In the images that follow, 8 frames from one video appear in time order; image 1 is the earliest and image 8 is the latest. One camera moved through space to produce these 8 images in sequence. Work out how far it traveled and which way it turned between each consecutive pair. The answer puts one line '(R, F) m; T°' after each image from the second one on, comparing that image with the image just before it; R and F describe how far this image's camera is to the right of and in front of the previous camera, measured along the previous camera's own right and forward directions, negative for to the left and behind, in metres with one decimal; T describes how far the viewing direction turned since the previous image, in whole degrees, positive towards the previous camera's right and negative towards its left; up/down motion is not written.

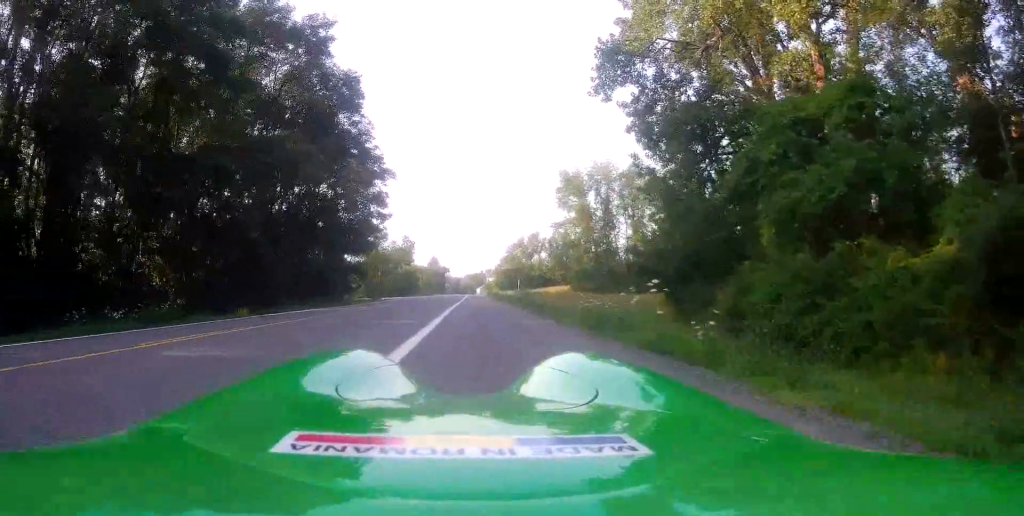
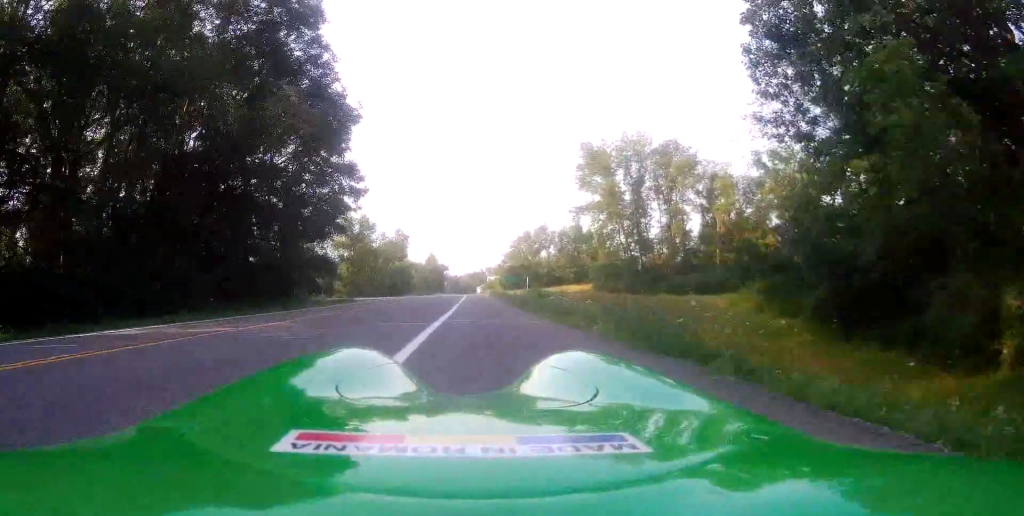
(+0.1, +15.0) m; +3°
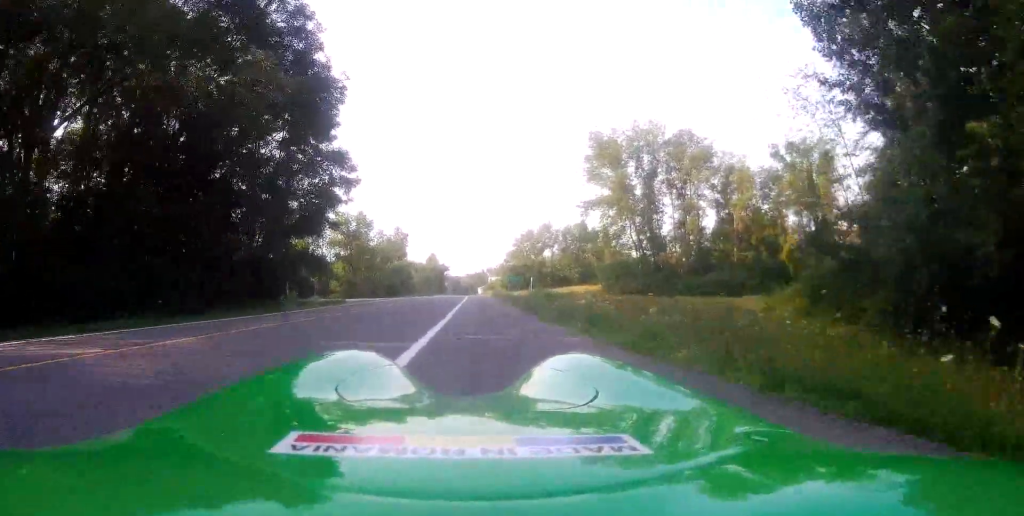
(+0.1, +4.3) m; +2°
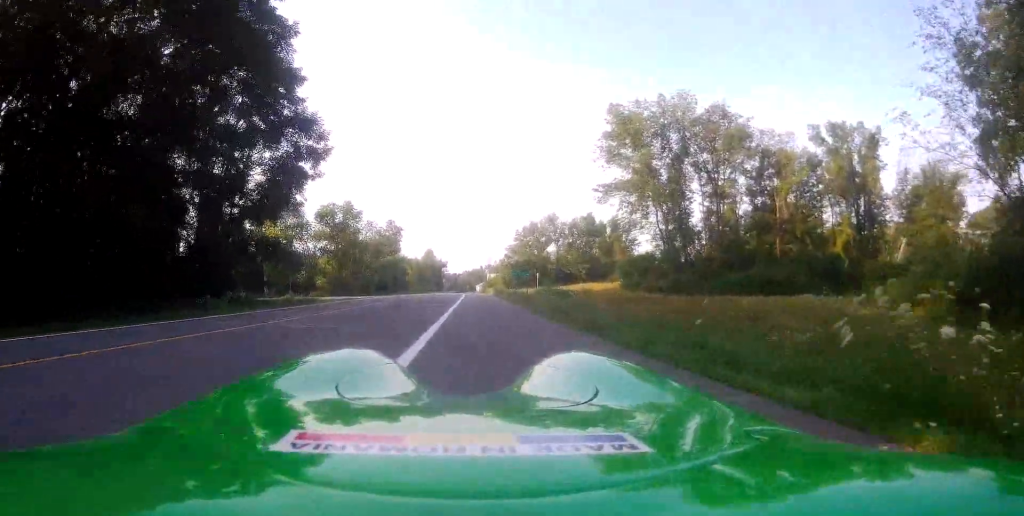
(-0.2, +9.6) m; -2°
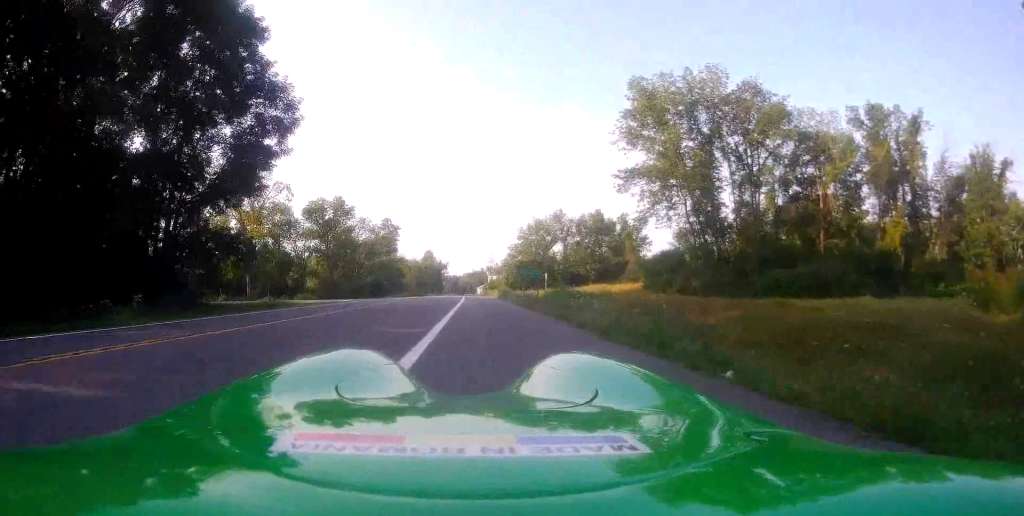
(-0.2, +7.1) m; +3°
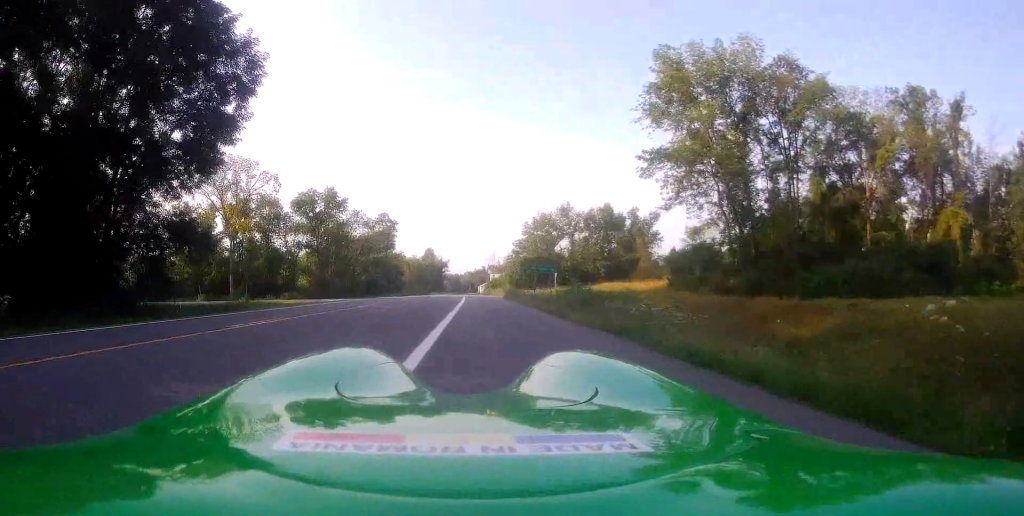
(+0.6, +6.5) m; +2°
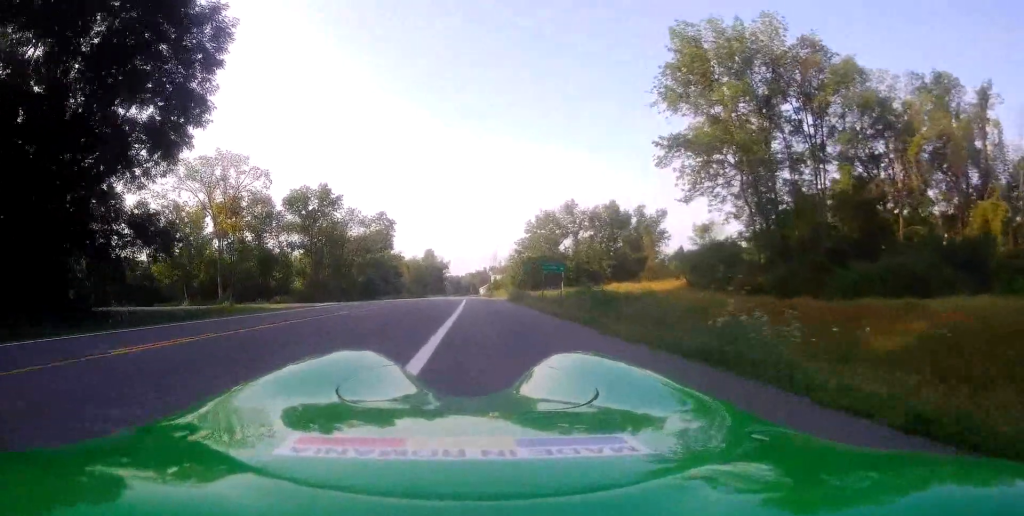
(-0.1, +3.8) m; -1°
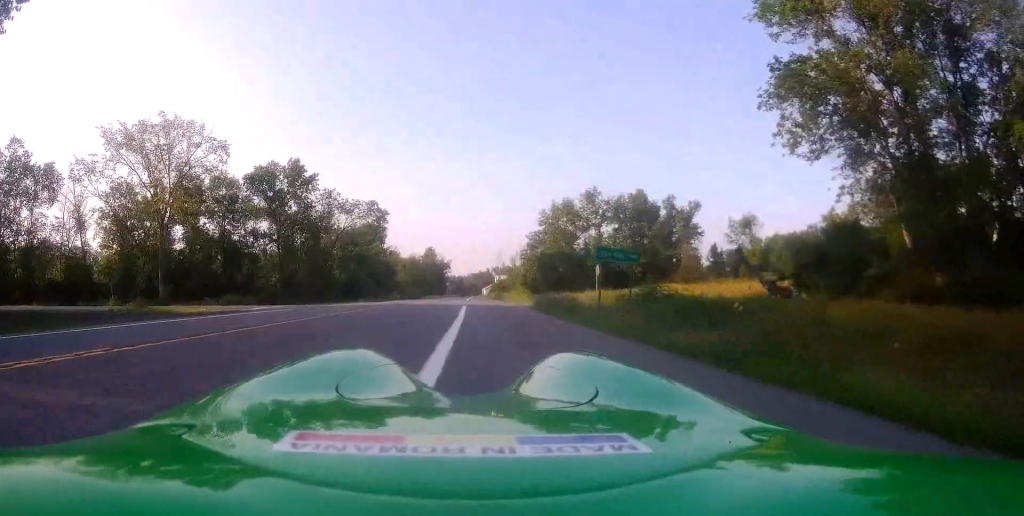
(-0.6, +14.8) m; -4°
